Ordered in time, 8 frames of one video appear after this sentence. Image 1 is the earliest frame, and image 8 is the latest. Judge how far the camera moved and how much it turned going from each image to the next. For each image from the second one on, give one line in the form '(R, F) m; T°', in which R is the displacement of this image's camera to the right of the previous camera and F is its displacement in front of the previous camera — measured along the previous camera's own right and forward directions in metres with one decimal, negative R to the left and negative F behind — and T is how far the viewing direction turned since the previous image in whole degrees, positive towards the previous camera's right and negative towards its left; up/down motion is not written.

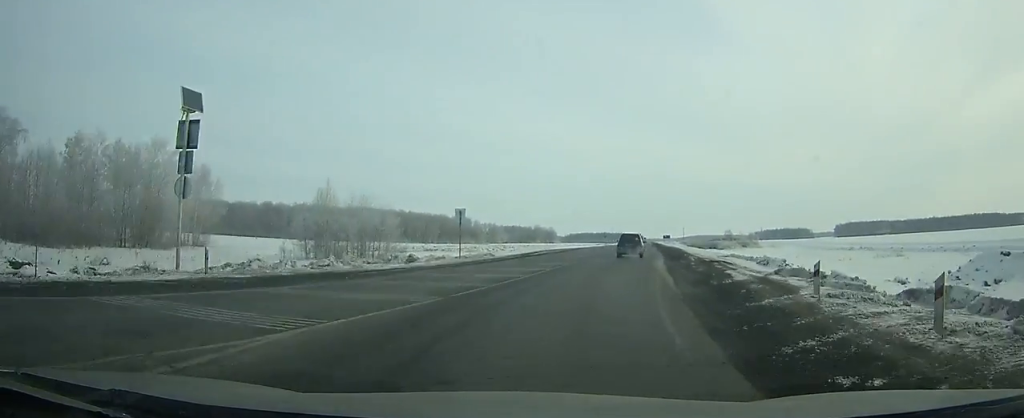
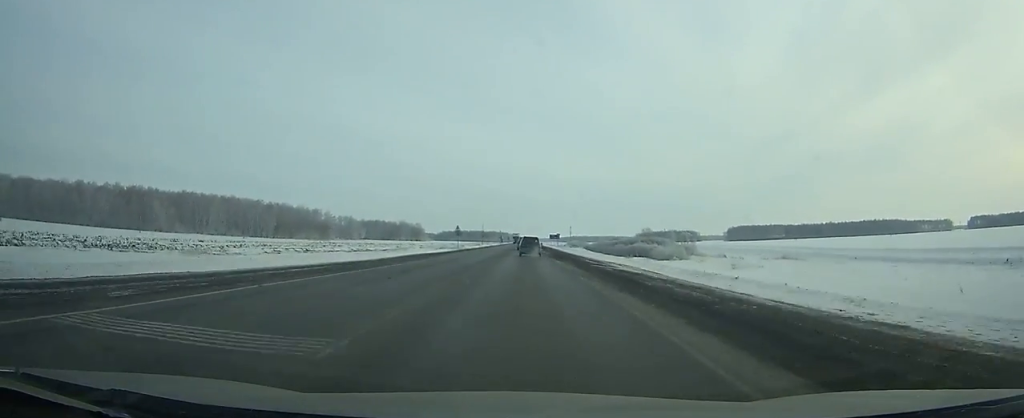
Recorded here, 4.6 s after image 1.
(+12.9, +67.0) m; +12°
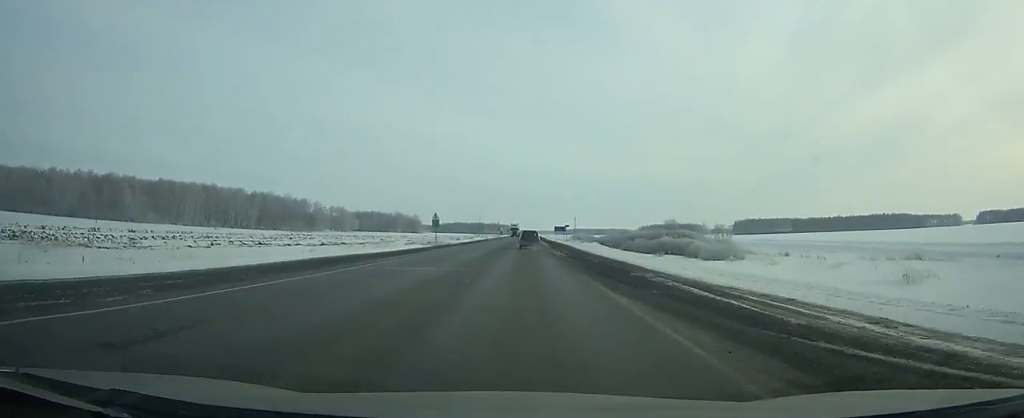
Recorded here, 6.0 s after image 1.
(+0.3, +22.9) m; +1°
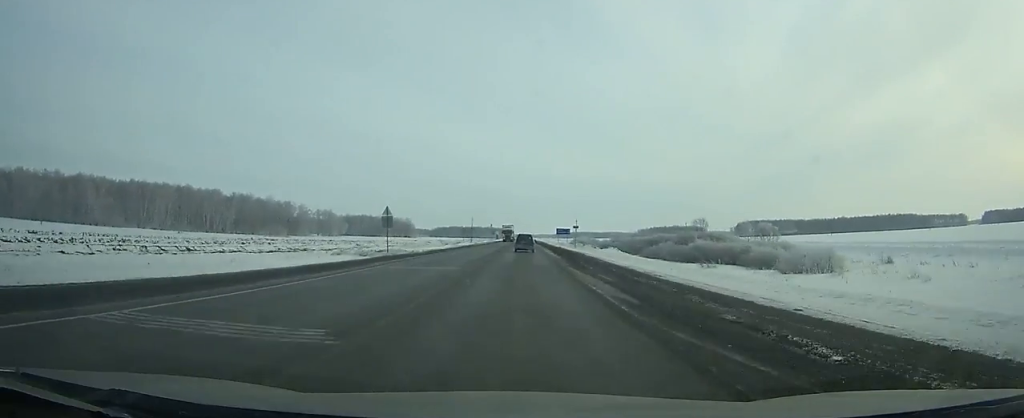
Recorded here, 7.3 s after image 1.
(0.0, +23.4) m; 0°
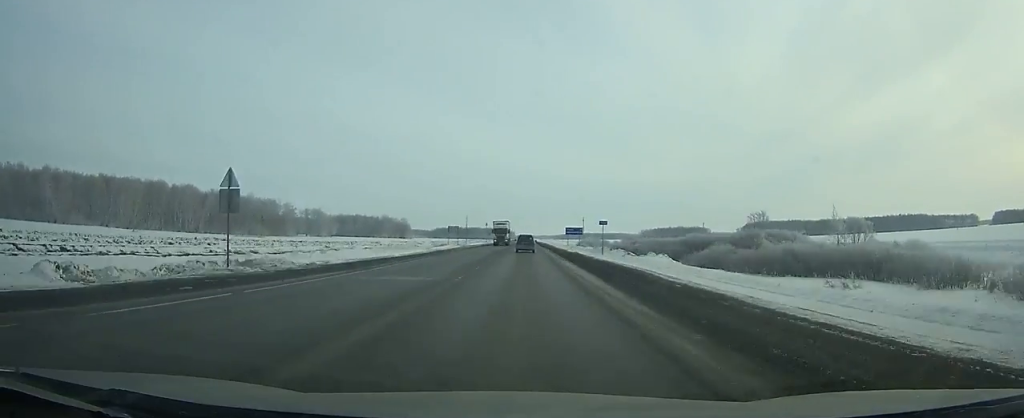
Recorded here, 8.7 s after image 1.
(0.0, +25.2) m; 0°
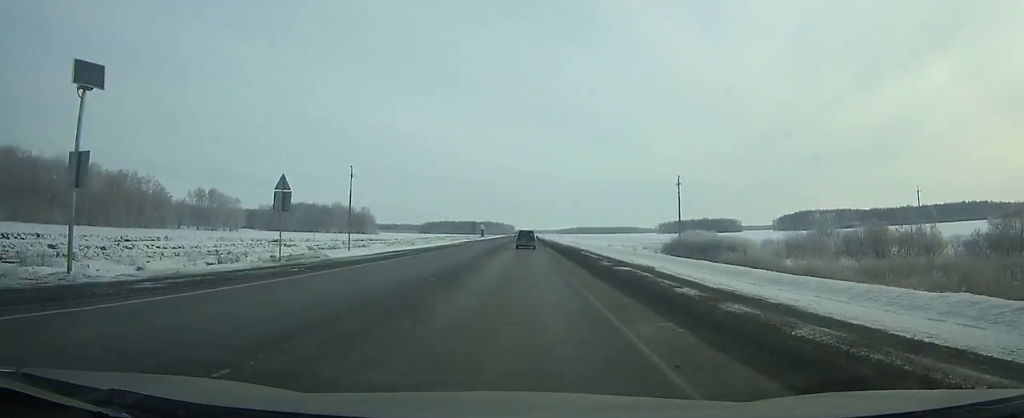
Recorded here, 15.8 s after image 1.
(-0.2, +142.4) m; 0°
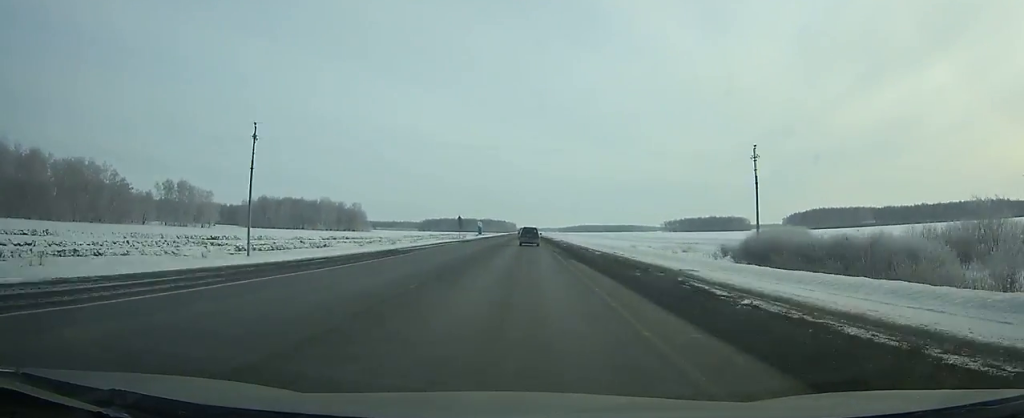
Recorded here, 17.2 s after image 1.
(-0.2, +29.4) m; 0°
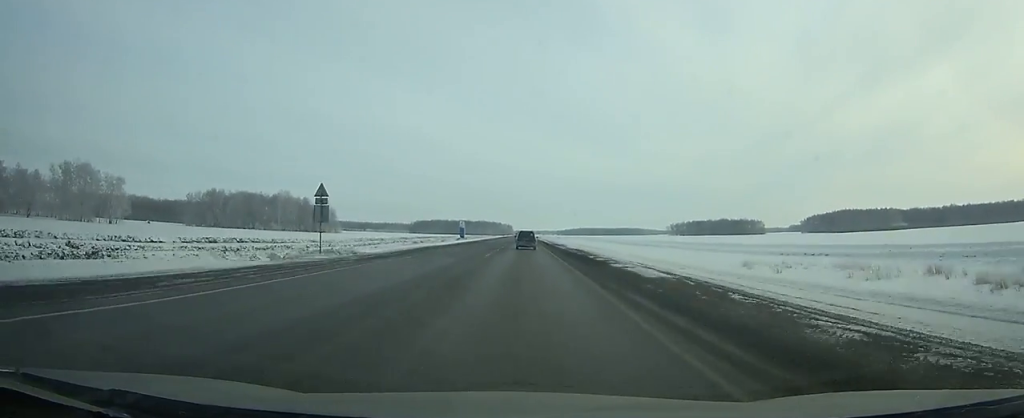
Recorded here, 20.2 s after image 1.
(+0.1, +64.2) m; 0°
